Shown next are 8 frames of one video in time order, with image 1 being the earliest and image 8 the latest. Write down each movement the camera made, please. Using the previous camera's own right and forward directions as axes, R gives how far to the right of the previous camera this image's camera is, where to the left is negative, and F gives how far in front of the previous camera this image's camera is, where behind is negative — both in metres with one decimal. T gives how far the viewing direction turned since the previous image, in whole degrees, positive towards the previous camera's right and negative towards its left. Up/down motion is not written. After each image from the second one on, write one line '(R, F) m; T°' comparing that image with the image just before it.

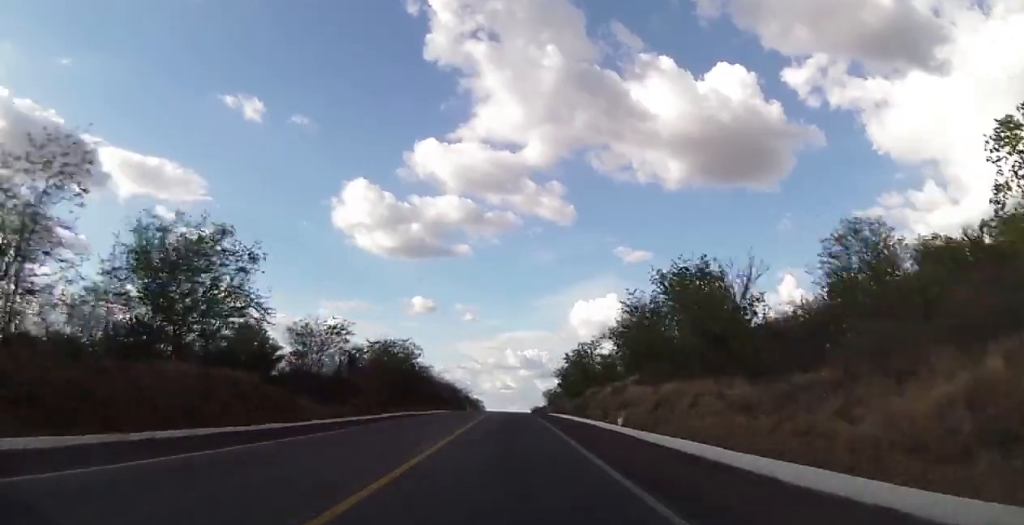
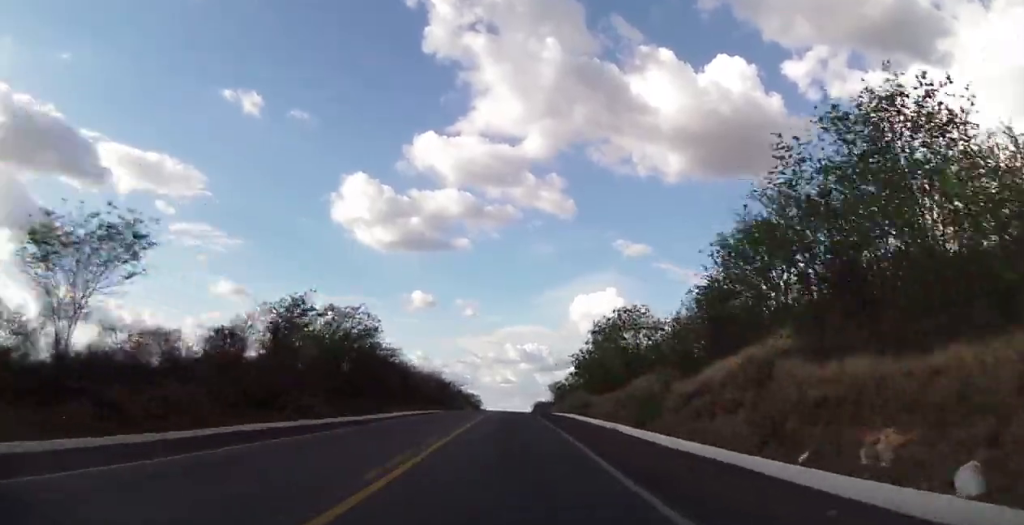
(+0.2, +27.9) m; 0°
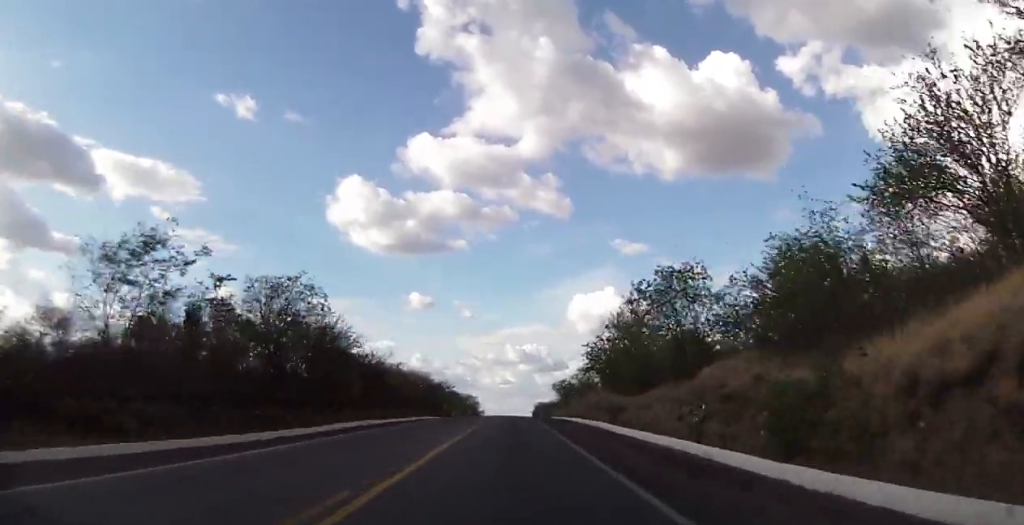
(+0.1, +16.9) m; -1°
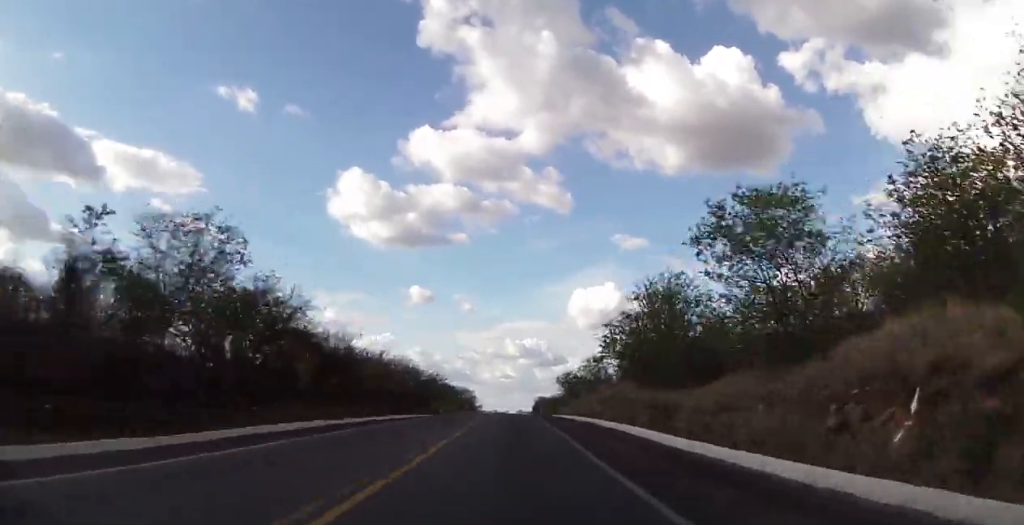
(-0.2, +13.5) m; 0°
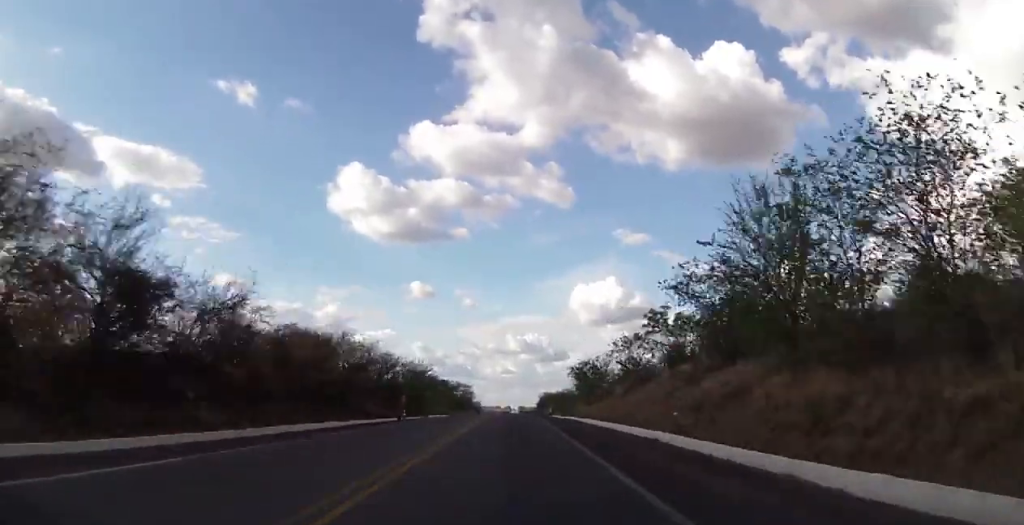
(-0.3, +23.7) m; 0°
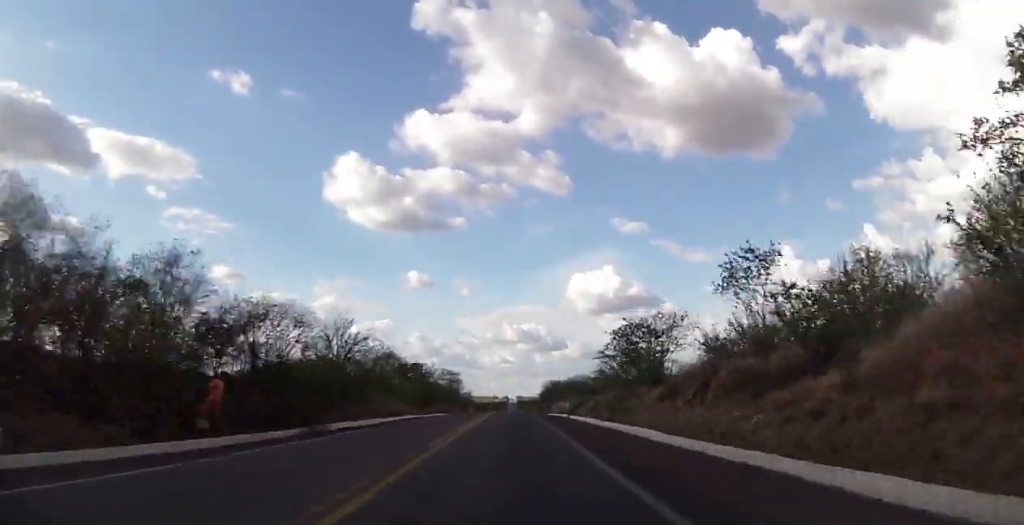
(+0.4, +38.4) m; 0°
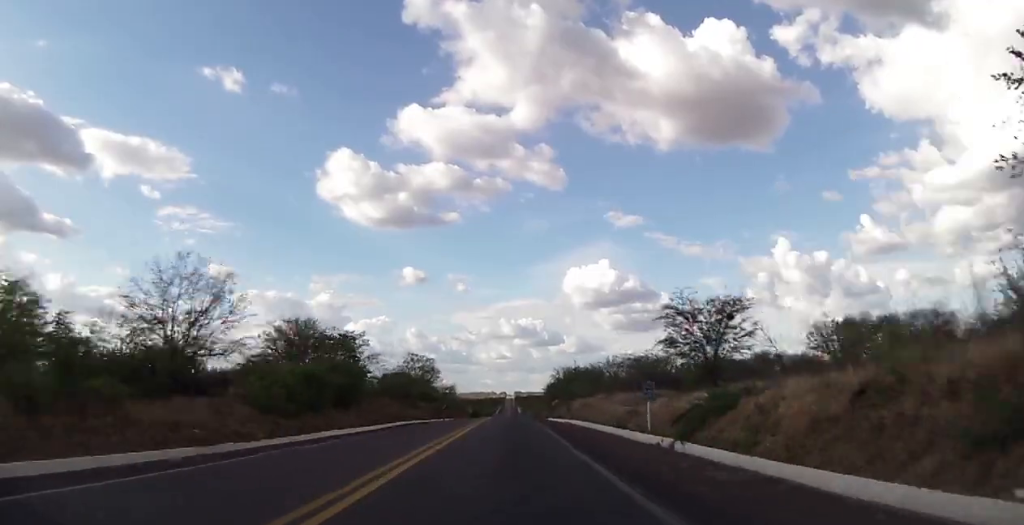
(+0.2, +45.0) m; +1°
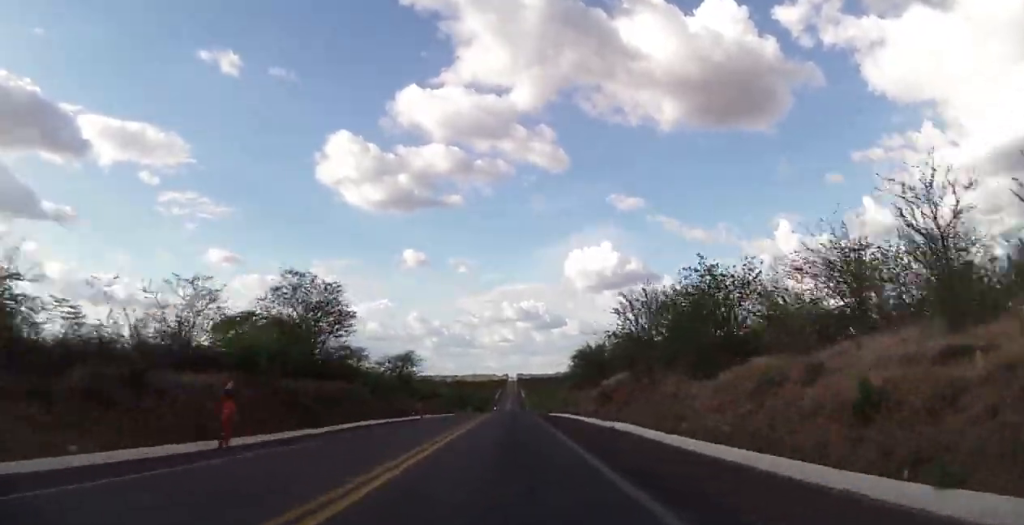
(-0.9, +64.0) m; -1°
